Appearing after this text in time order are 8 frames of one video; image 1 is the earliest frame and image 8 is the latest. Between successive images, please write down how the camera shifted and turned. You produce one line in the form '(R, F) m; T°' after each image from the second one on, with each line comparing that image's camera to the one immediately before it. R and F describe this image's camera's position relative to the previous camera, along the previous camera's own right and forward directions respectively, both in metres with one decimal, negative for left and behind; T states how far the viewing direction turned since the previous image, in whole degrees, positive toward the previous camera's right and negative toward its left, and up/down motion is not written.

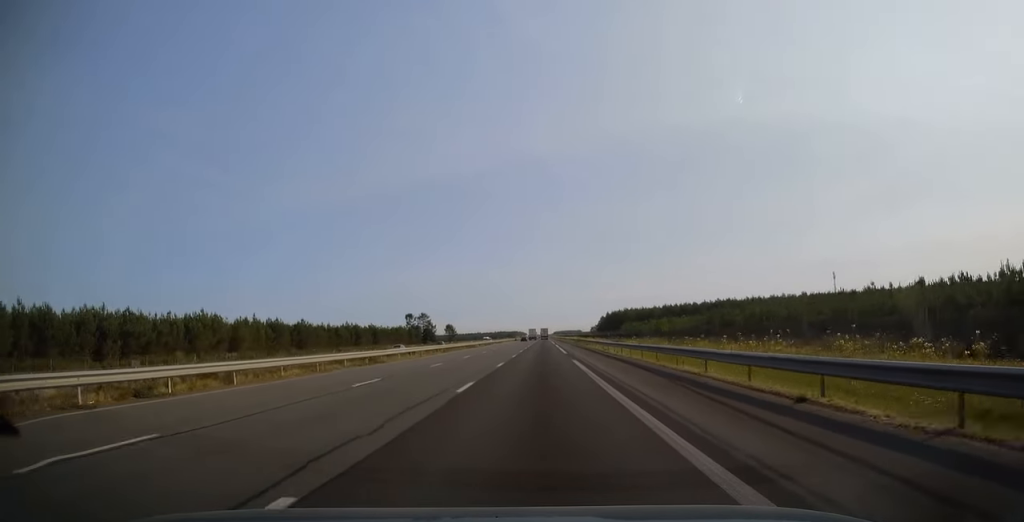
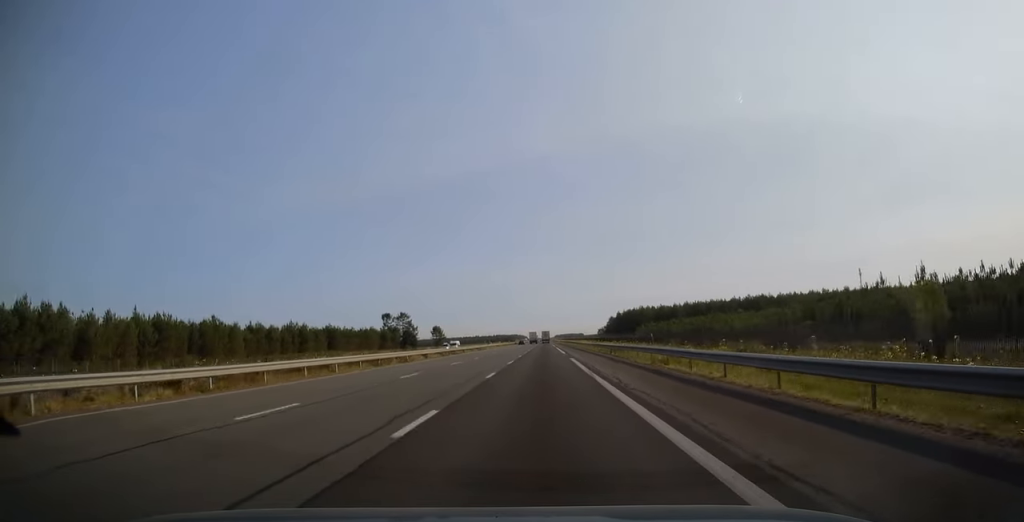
(0.0, +45.8) m; 0°
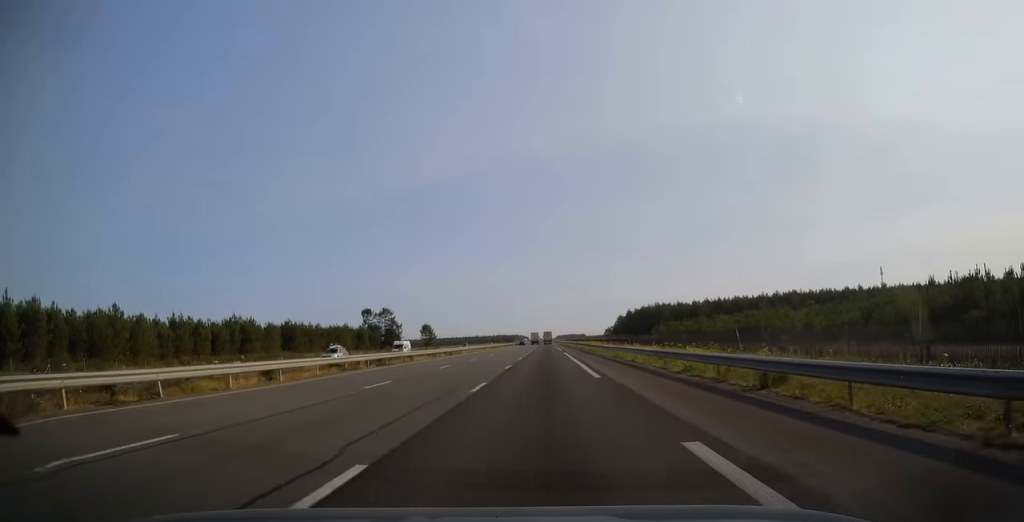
(-0.1, +31.0) m; 0°
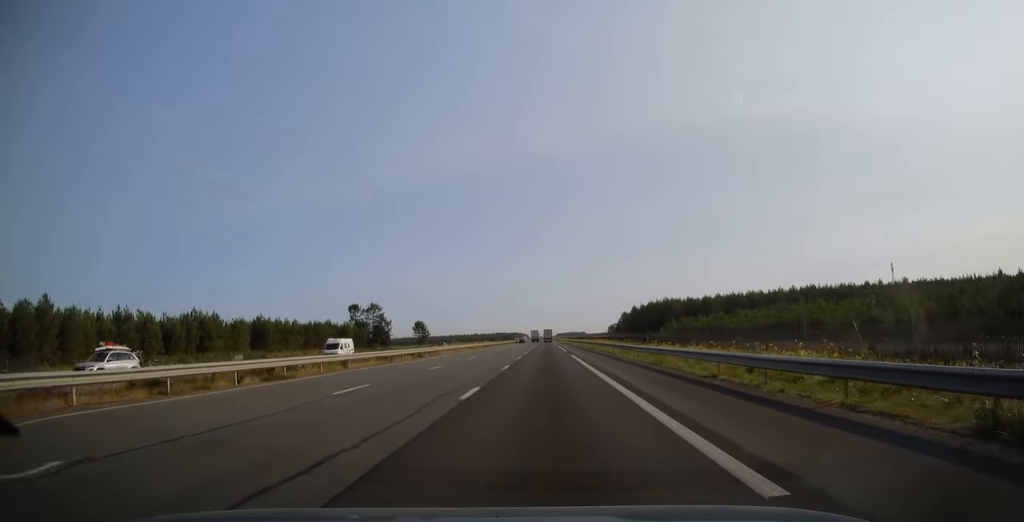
(0.0, +15.8) m; 0°
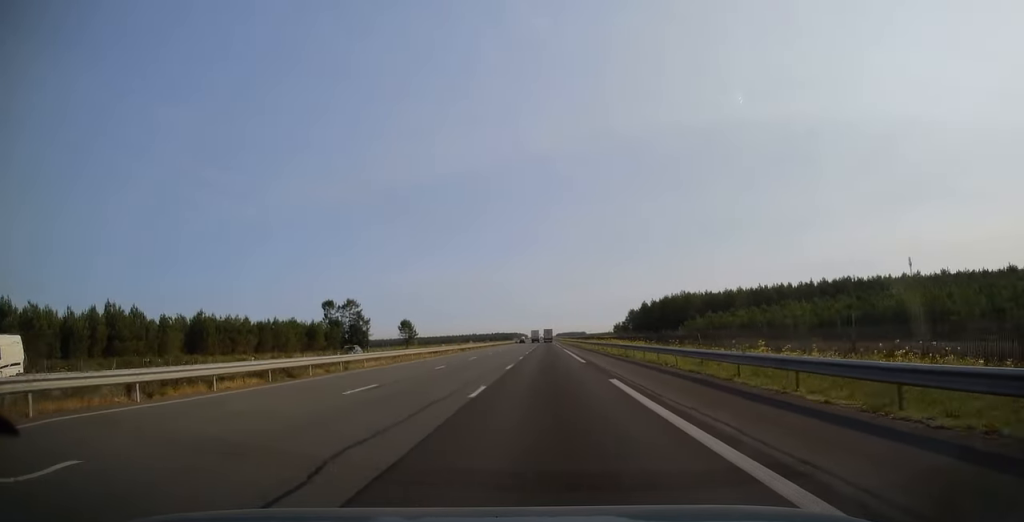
(0.0, +25.7) m; 0°
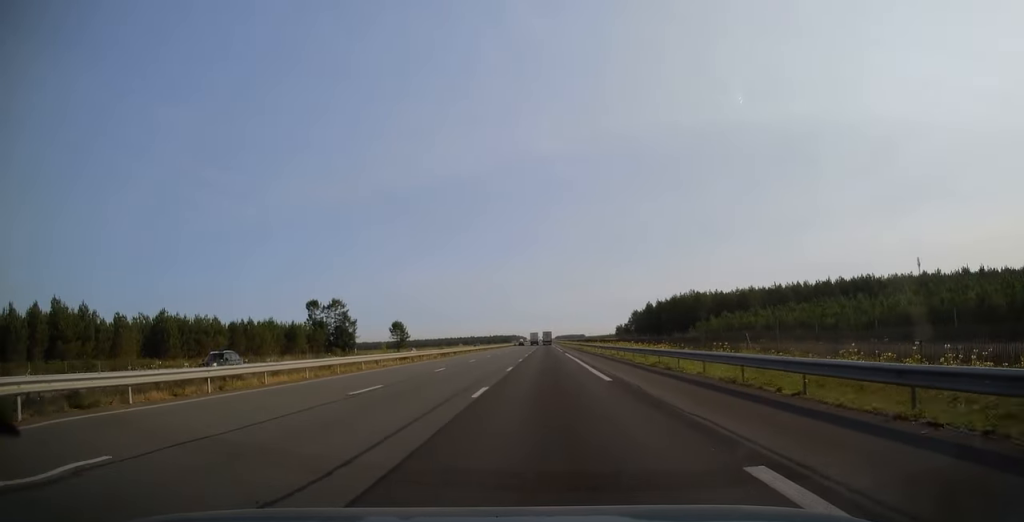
(0.0, +12.4) m; 0°
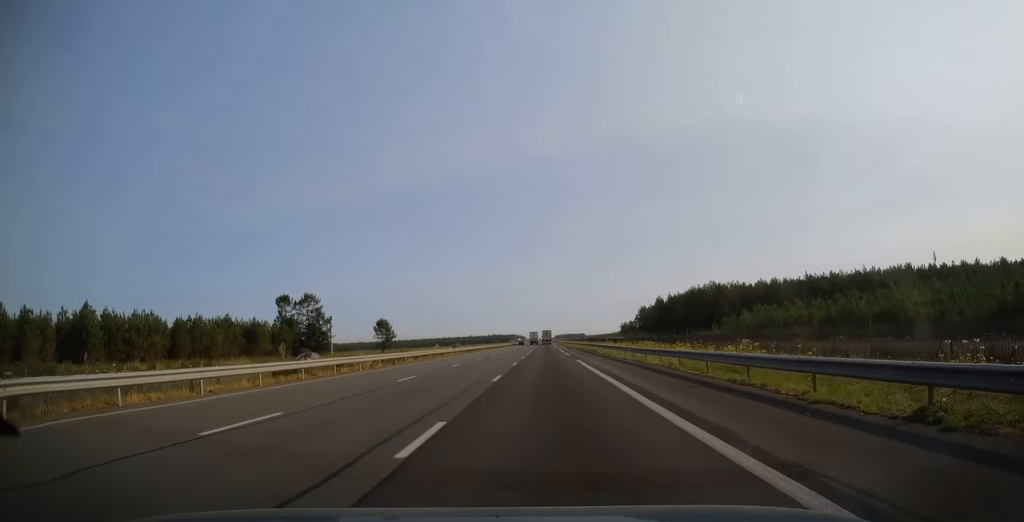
(0.0, +20.6) m; 0°
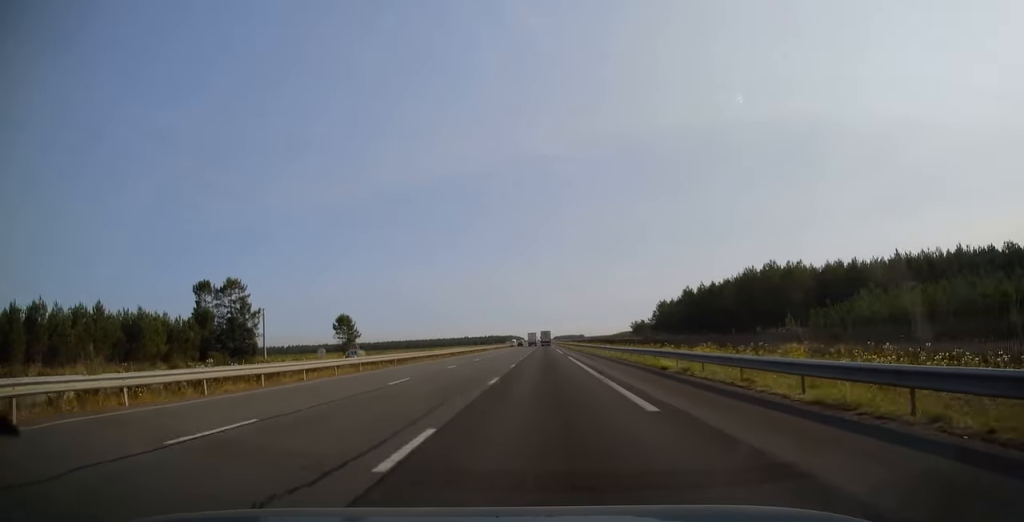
(0.0, +39.9) m; 0°
